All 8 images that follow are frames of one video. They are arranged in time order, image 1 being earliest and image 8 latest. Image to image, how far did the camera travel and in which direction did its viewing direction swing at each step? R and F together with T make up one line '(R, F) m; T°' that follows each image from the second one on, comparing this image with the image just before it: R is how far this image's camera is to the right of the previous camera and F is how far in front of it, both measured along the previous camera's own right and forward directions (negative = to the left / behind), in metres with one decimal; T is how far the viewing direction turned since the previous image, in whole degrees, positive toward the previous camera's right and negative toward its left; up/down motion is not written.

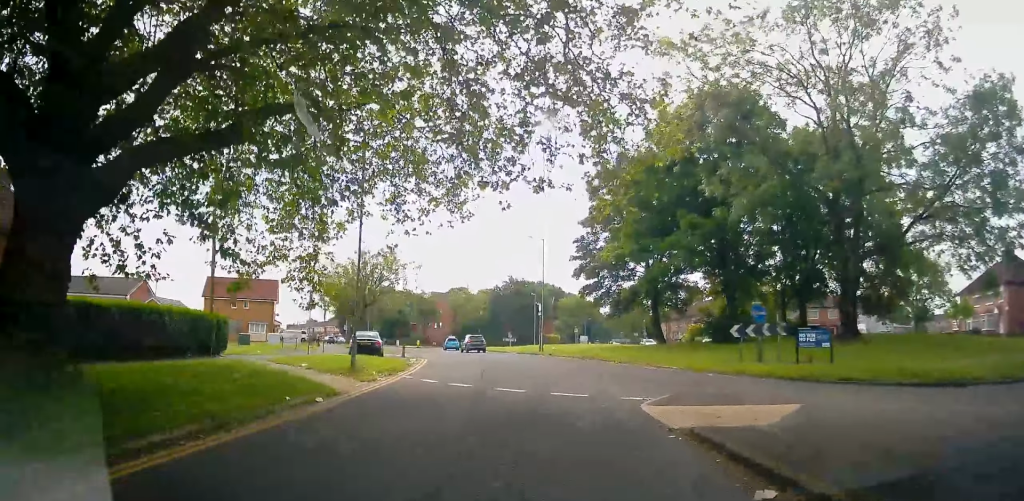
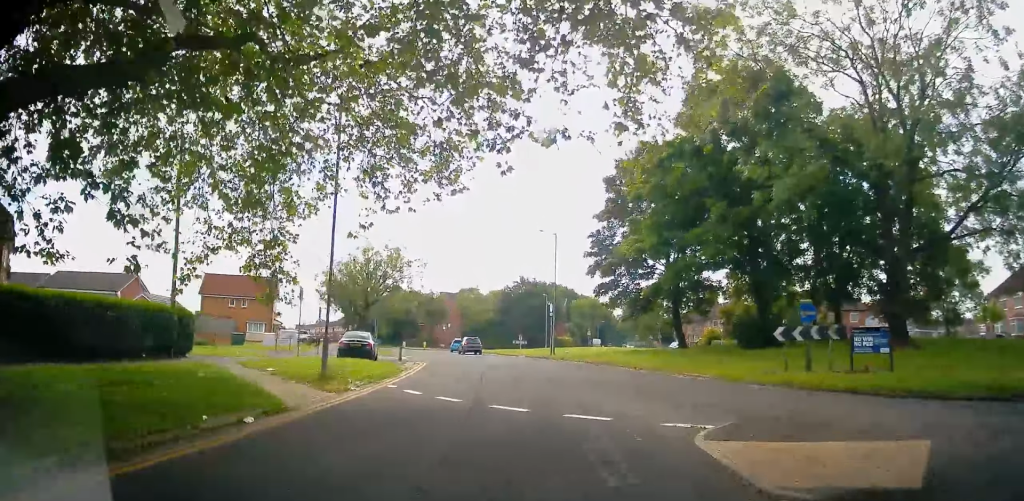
(+0.1, +3.0) m; +5°
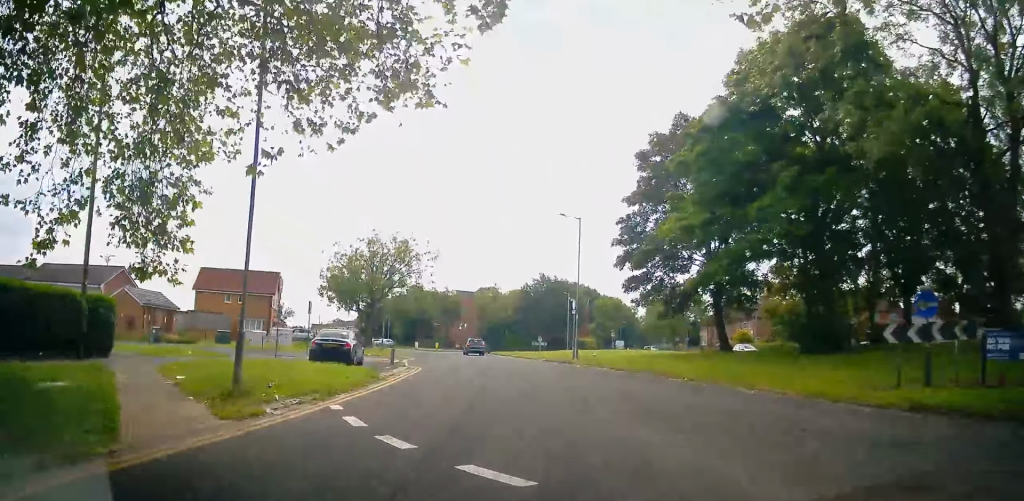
(+0.2, +4.6) m; -7°
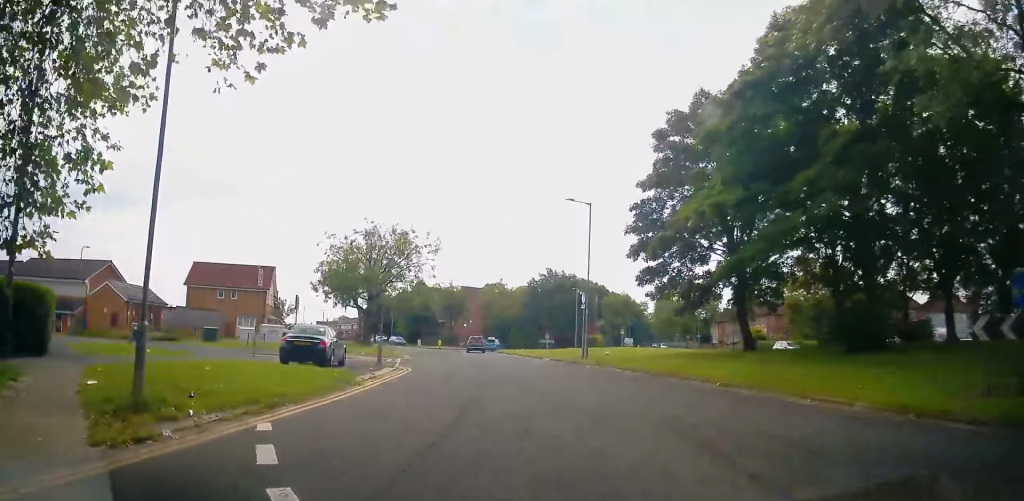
(-0.4, +2.9) m; -4°
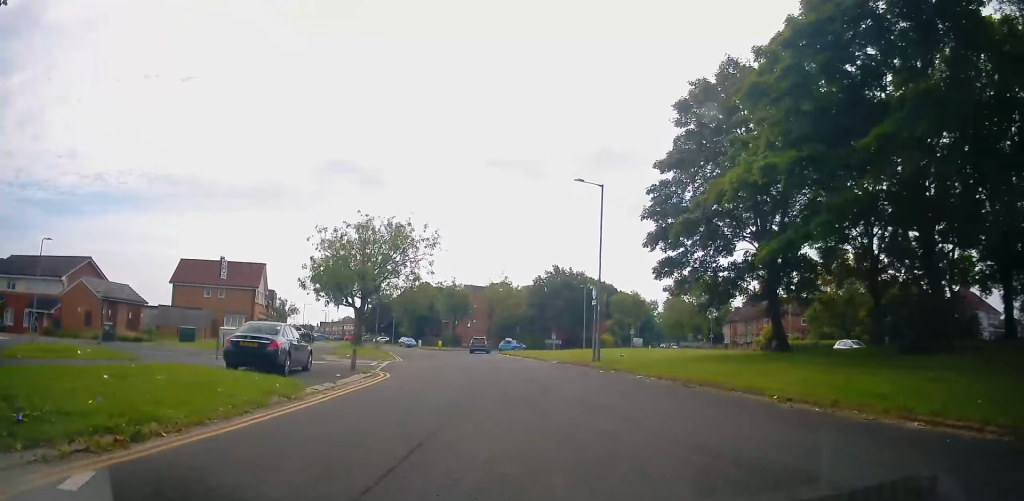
(-0.2, +3.7) m; -3°
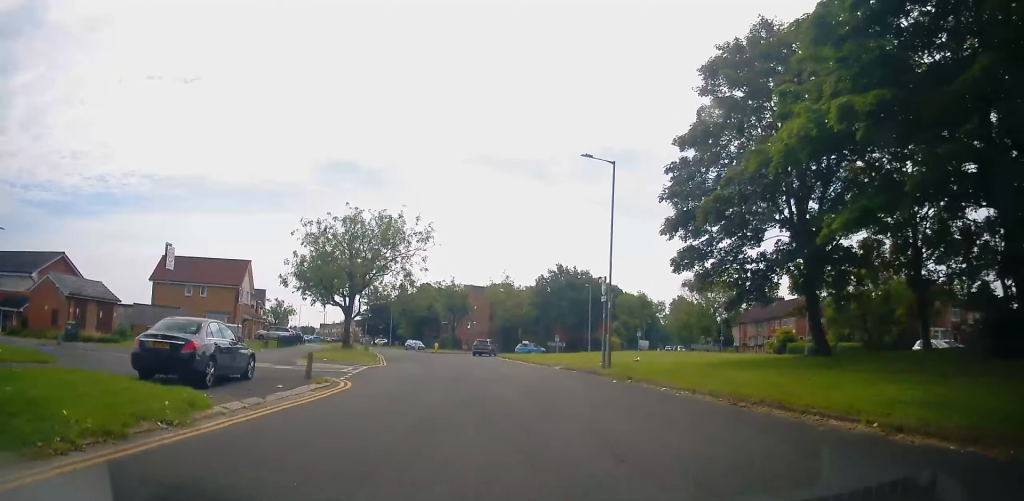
(+0.1, +4.1) m; 0°
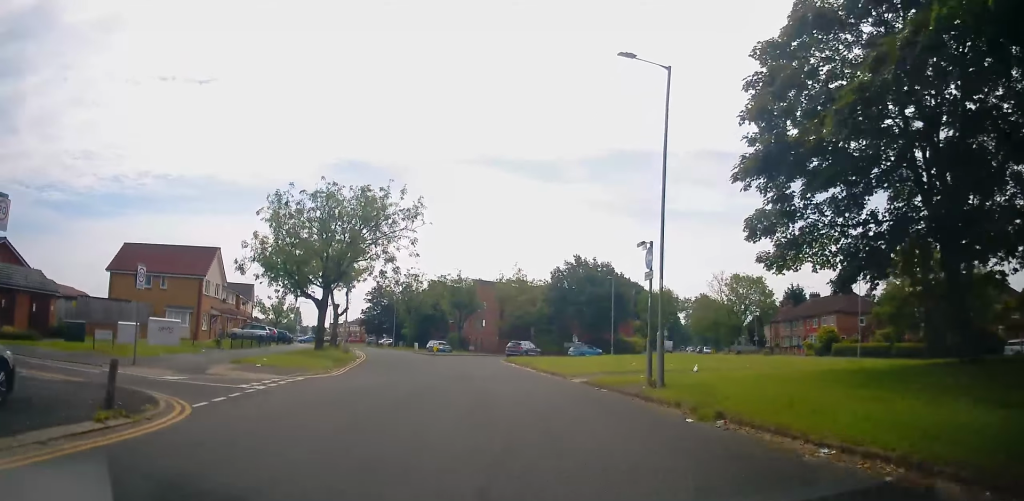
(-0.3, +8.6) m; -4°
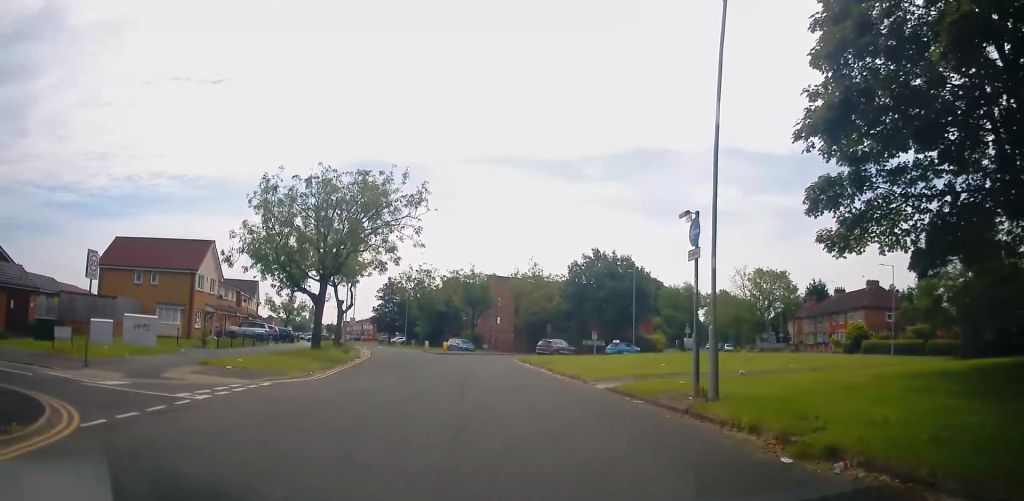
(-0.1, +3.4) m; -1°
